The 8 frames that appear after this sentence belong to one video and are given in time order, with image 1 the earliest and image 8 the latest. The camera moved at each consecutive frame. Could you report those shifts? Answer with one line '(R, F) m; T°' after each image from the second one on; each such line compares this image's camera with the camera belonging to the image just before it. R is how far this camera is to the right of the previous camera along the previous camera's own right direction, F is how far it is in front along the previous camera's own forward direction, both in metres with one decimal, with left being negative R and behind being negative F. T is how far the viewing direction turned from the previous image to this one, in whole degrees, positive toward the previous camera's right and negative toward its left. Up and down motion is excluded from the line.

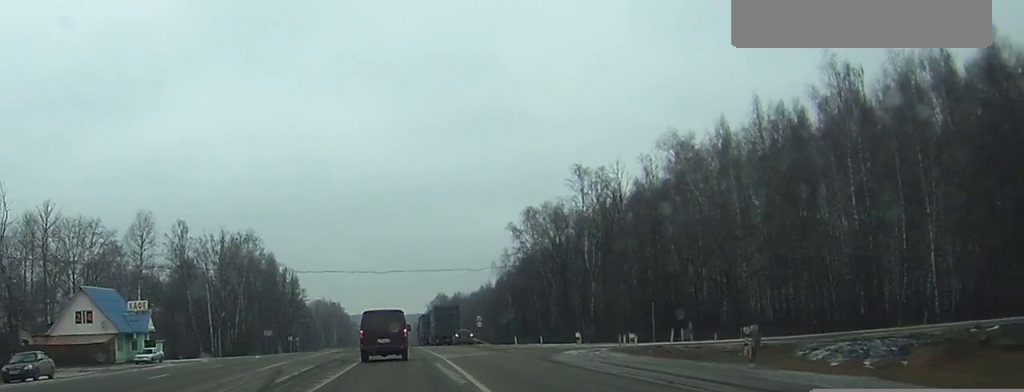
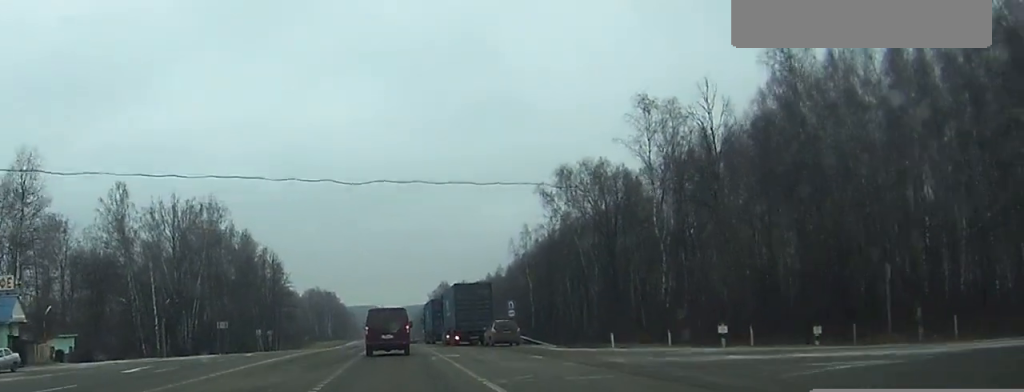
(0.0, +32.5) m; 0°
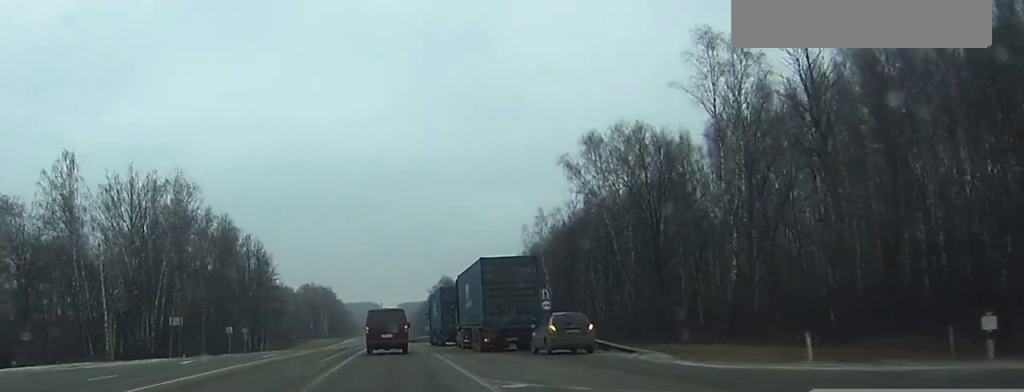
(-0.1, +18.4) m; 0°
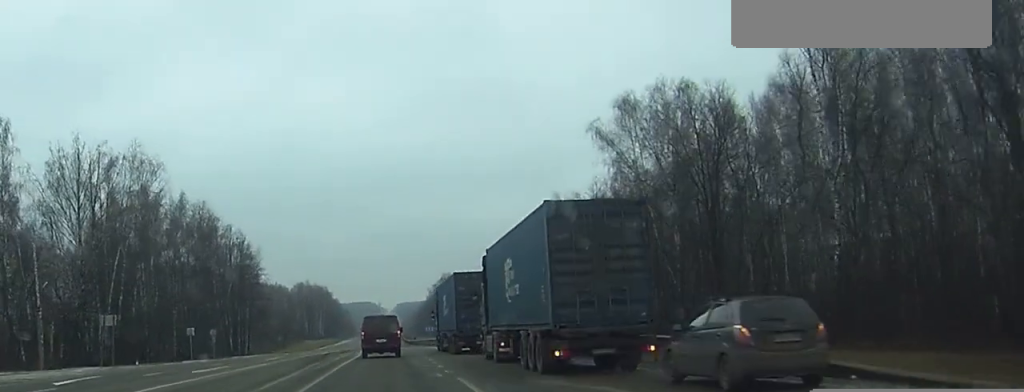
(0.0, +16.5) m; 0°
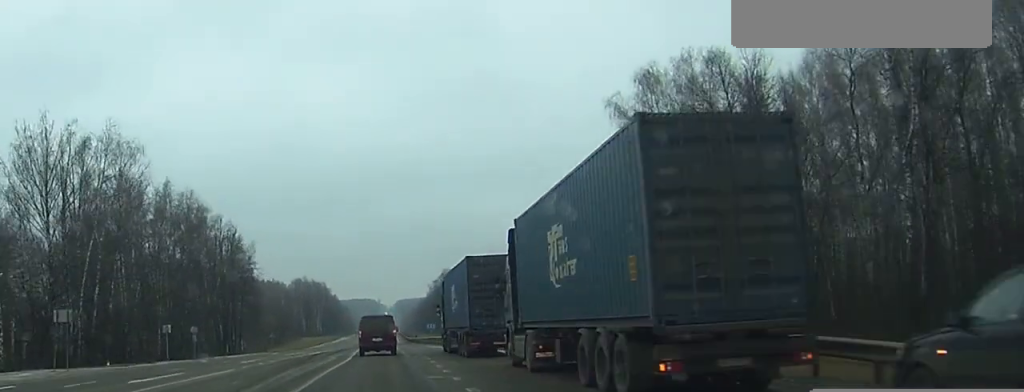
(0.0, +8.1) m; 0°
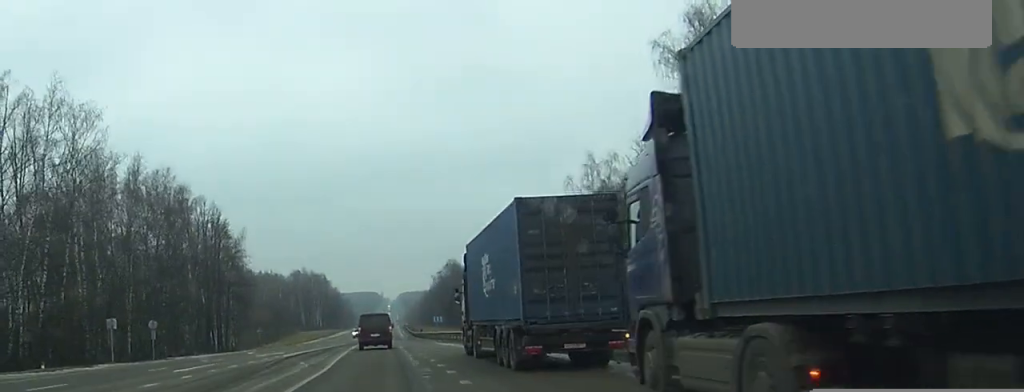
(0.0, +14.4) m; 0°
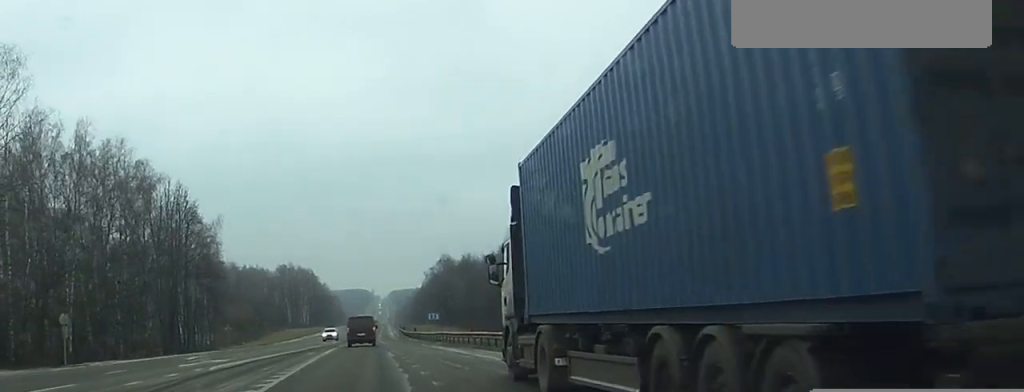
(+0.1, +16.6) m; +1°
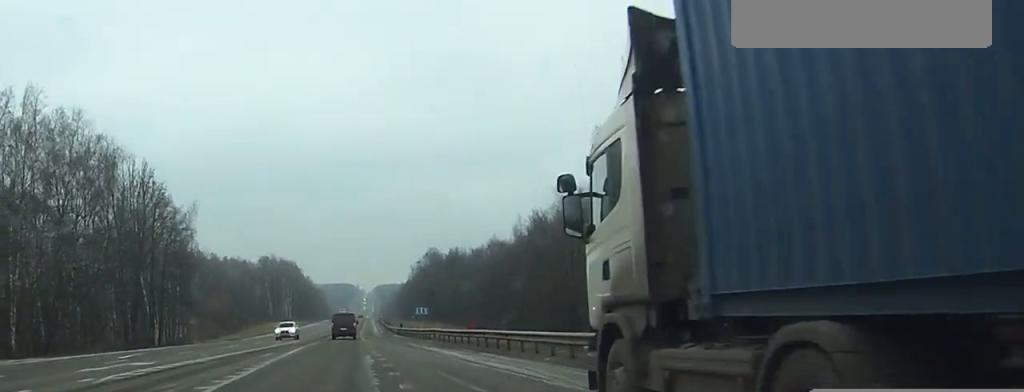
(0.0, +10.6) m; +1°
